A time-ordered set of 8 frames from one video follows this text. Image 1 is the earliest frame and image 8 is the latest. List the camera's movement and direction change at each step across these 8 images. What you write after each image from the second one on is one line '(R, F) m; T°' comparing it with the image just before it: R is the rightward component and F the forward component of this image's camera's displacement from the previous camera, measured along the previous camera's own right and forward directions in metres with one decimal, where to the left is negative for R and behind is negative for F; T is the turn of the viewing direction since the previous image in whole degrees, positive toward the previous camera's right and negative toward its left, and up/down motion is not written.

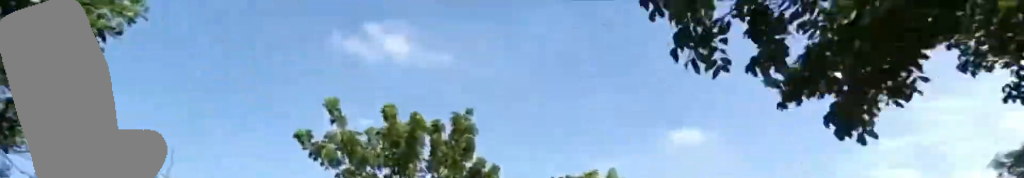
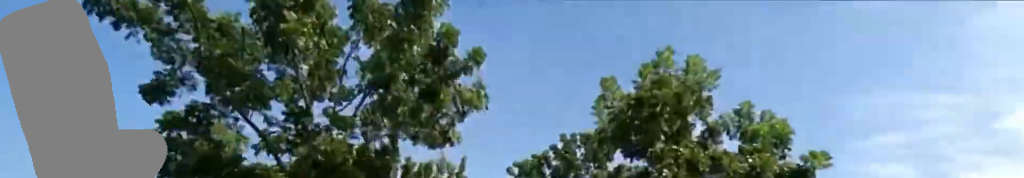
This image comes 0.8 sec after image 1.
(+0.3, +8.5) m; +4°
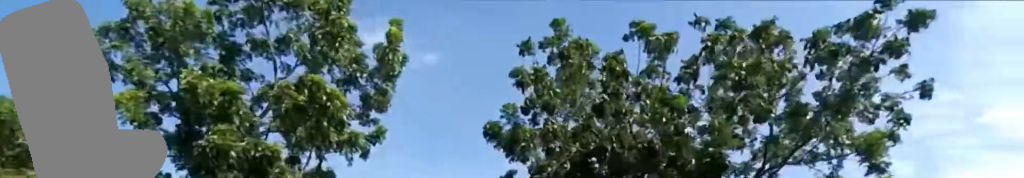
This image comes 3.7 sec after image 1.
(-2.1, +28.7) m; -1°
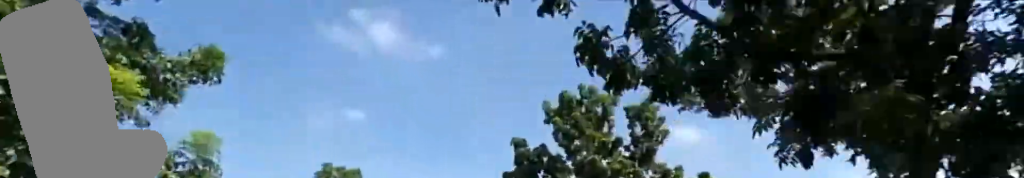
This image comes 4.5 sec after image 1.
(+1.2, +7.6) m; 0°
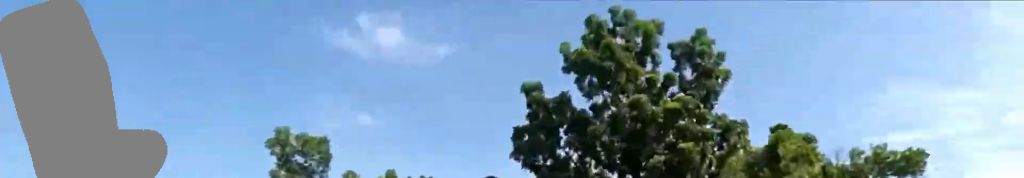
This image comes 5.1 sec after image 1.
(-0.7, +5.1) m; 0°
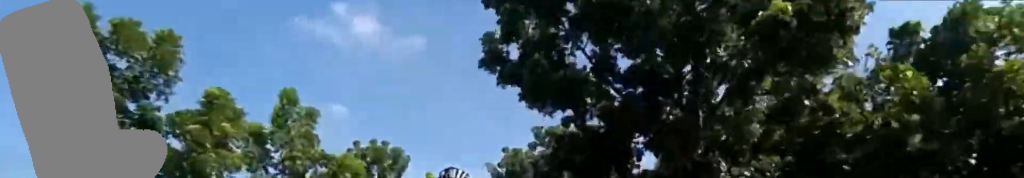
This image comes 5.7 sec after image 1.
(-0.5, +6.3) m; 0°
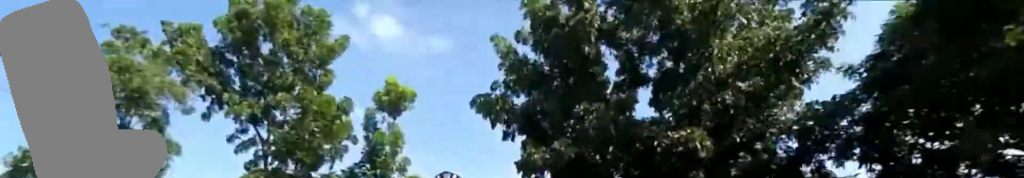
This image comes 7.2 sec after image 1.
(+0.3, +13.4) m; 0°
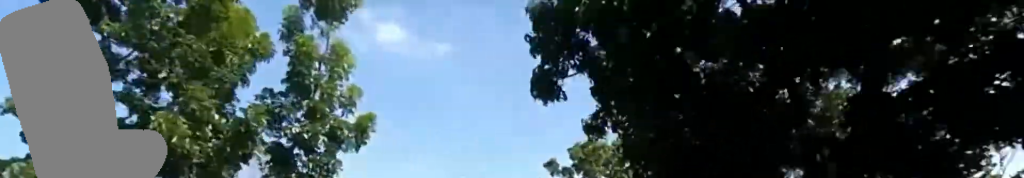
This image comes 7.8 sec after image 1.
(-0.2, +6.0) m; 0°
